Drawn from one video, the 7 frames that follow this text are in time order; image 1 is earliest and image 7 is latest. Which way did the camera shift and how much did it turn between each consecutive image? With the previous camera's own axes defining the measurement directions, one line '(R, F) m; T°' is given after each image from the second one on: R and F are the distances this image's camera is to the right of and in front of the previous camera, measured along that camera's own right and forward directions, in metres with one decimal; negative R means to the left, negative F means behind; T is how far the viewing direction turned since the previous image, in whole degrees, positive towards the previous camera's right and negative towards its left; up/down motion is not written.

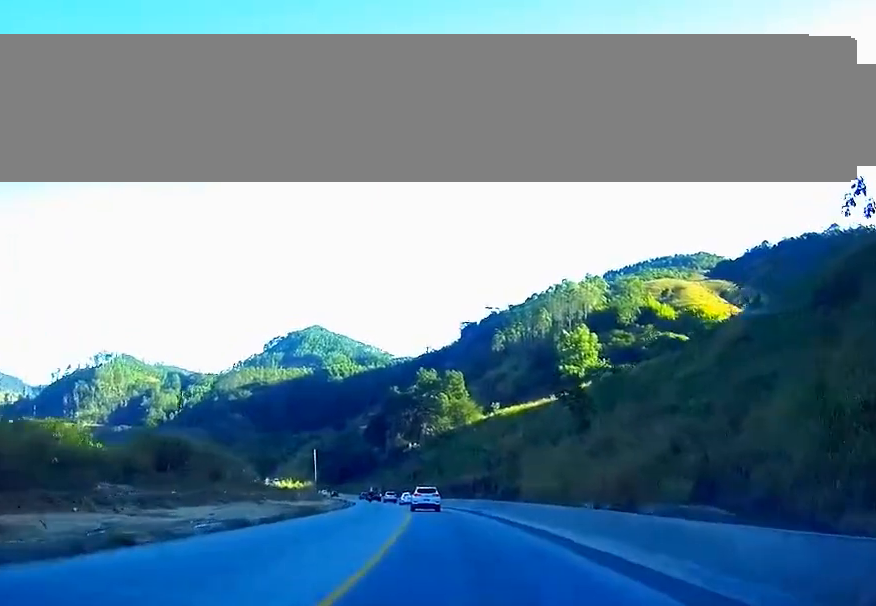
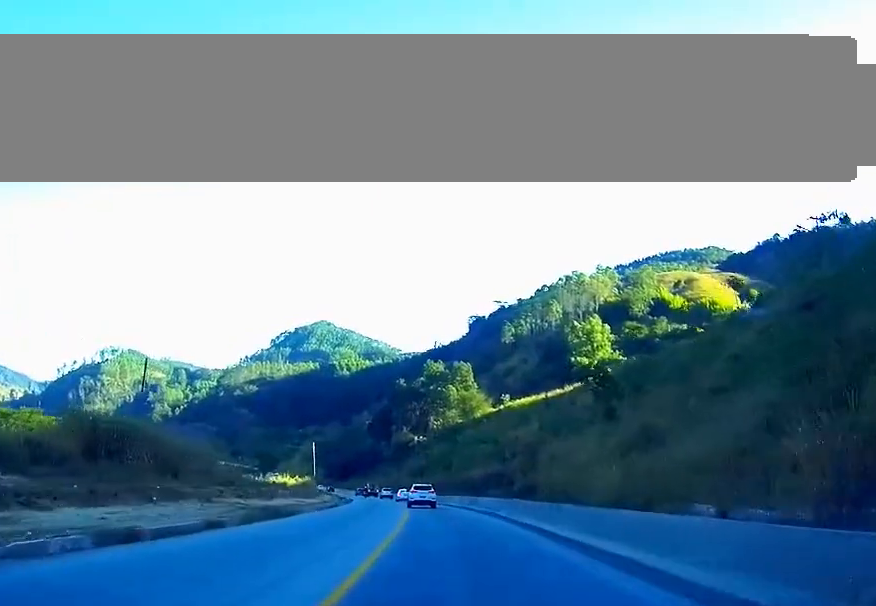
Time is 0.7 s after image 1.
(-0.1, +10.6) m; 0°
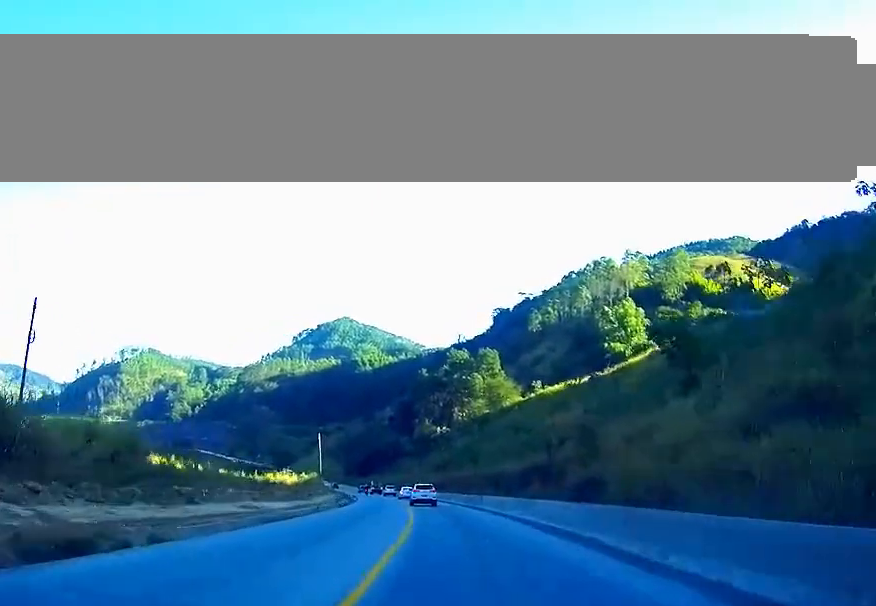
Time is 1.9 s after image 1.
(0.0, +20.7) m; -1°
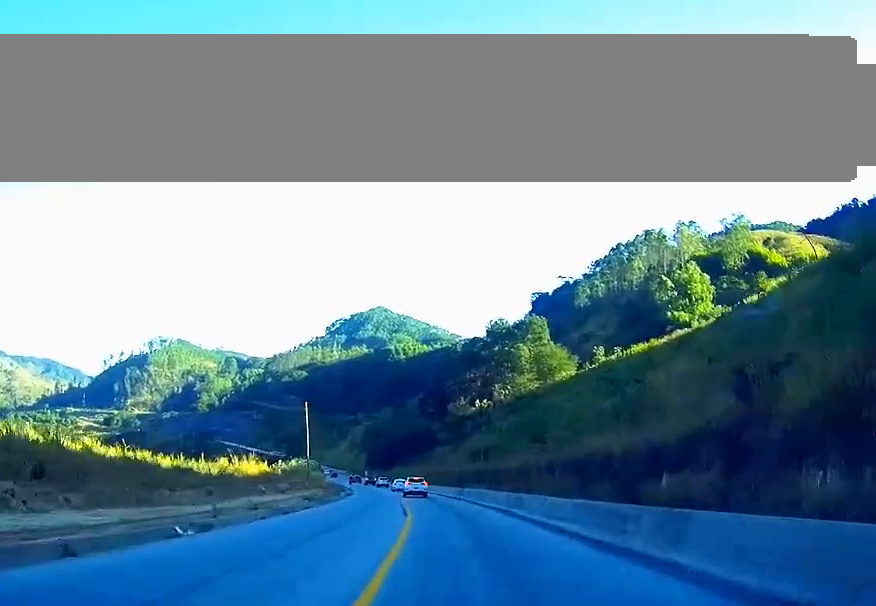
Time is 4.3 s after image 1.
(-1.2, +41.2) m; -3°
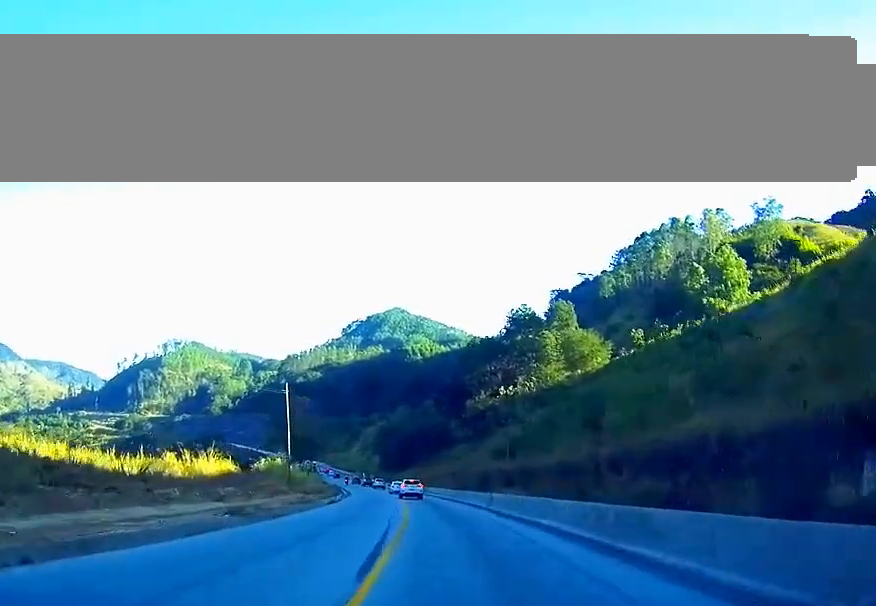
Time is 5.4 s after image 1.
(-0.3, +20.2) m; -2°
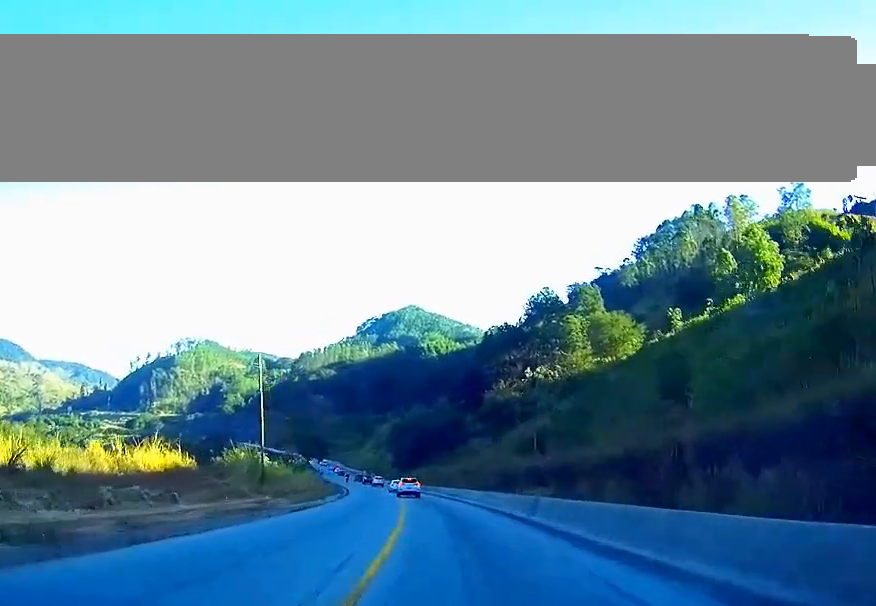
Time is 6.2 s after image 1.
(-0.2, +15.7) m; -1°
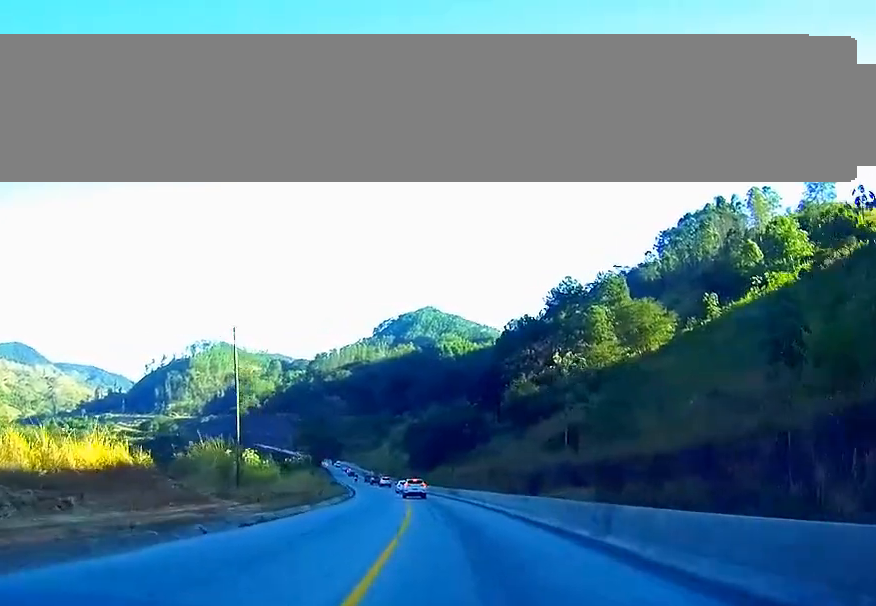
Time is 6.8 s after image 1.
(0.0, +10.9) m; -1°
